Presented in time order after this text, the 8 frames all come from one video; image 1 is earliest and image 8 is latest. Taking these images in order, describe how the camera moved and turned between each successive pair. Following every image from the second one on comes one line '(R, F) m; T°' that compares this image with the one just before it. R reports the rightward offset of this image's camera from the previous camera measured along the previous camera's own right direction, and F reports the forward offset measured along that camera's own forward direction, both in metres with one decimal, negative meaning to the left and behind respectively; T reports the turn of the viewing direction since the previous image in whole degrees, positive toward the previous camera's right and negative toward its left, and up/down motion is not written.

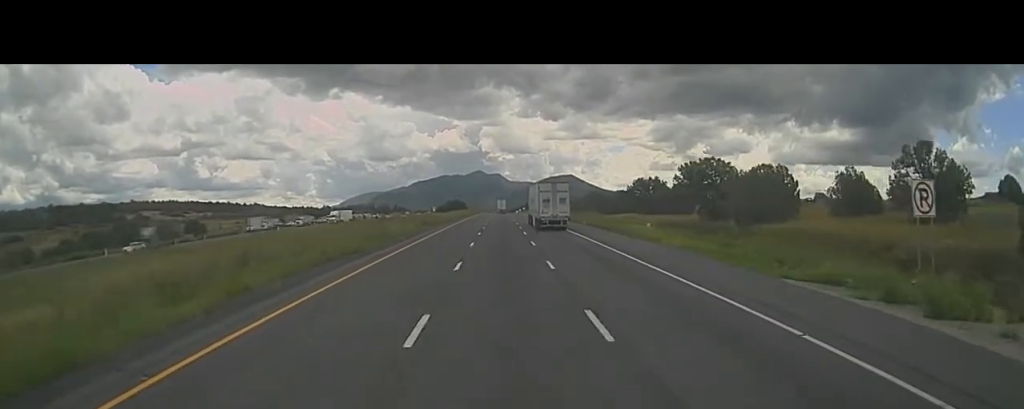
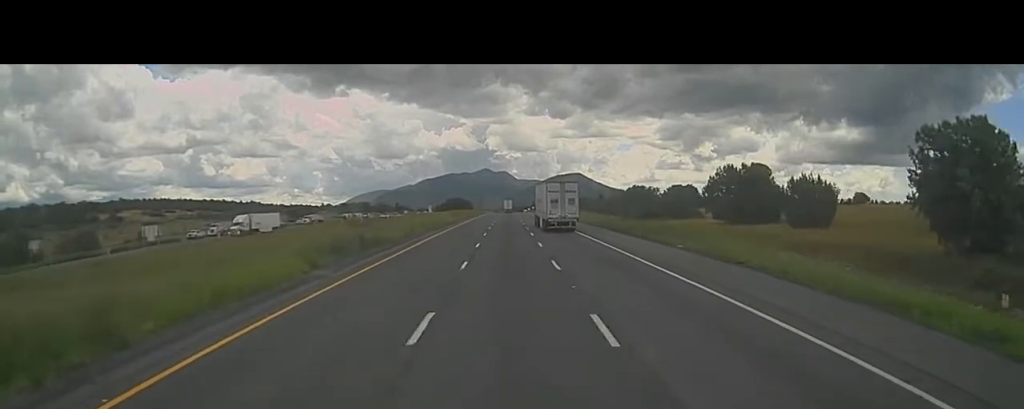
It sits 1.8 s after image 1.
(+0.1, +36.8) m; 0°
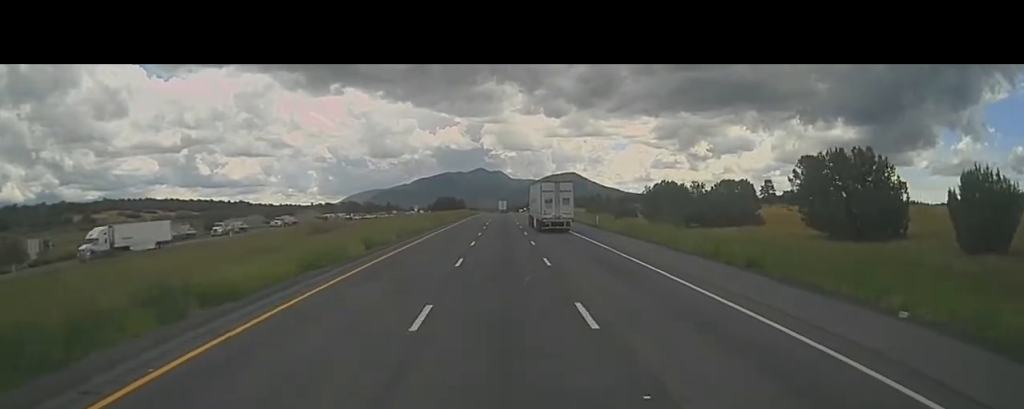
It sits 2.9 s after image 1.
(0.0, +22.8) m; 0°
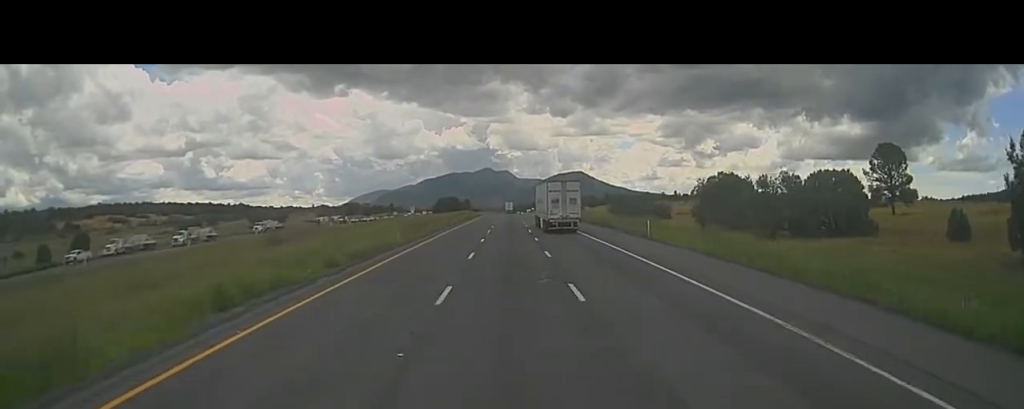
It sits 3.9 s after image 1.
(0.0, +20.9) m; 0°
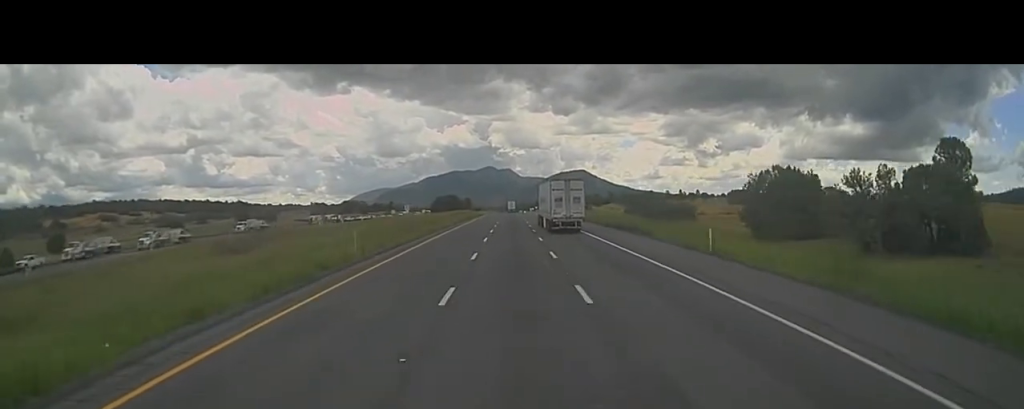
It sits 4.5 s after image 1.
(0.0, +12.6) m; 0°
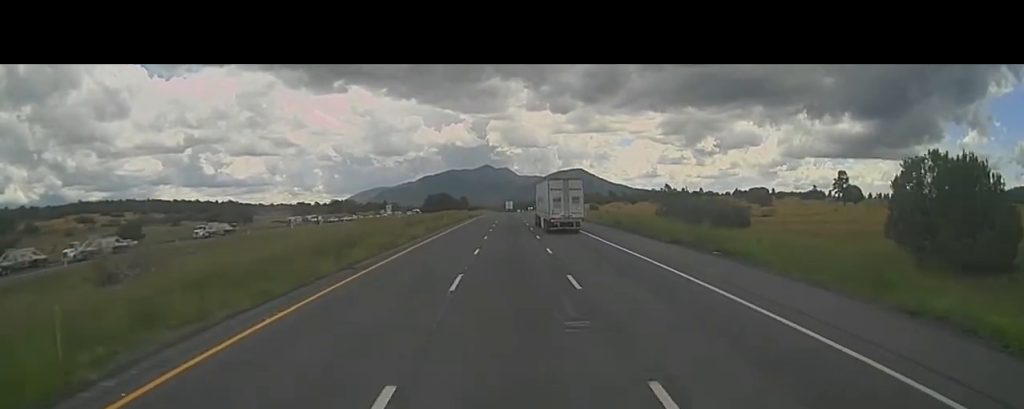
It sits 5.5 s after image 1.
(-0.1, +22.0) m; -1°
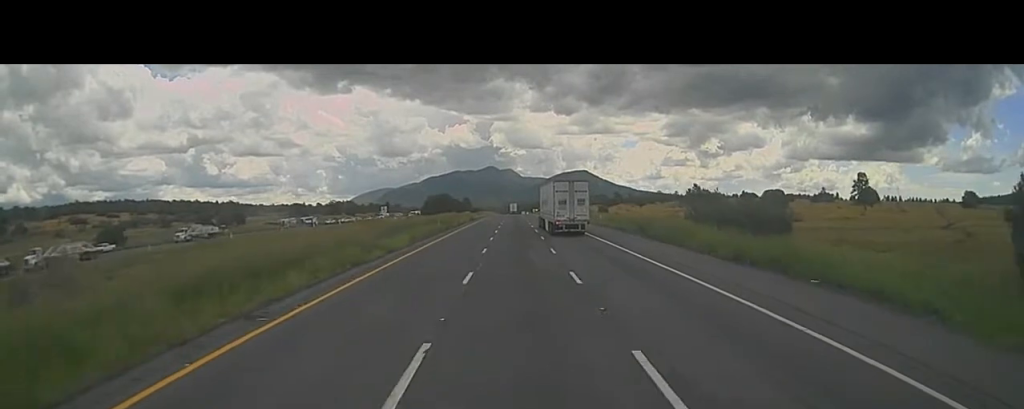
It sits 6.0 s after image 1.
(+0.1, +10.1) m; -1°
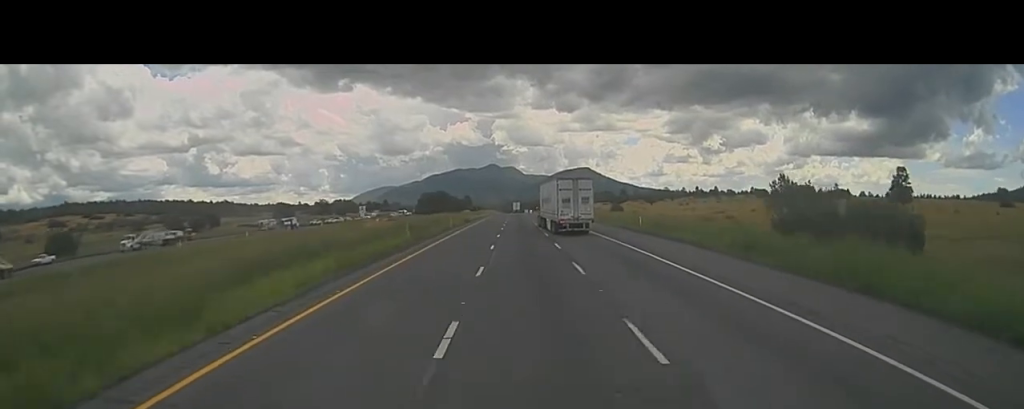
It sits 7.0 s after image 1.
(-0.4, +21.0) m; -1°
